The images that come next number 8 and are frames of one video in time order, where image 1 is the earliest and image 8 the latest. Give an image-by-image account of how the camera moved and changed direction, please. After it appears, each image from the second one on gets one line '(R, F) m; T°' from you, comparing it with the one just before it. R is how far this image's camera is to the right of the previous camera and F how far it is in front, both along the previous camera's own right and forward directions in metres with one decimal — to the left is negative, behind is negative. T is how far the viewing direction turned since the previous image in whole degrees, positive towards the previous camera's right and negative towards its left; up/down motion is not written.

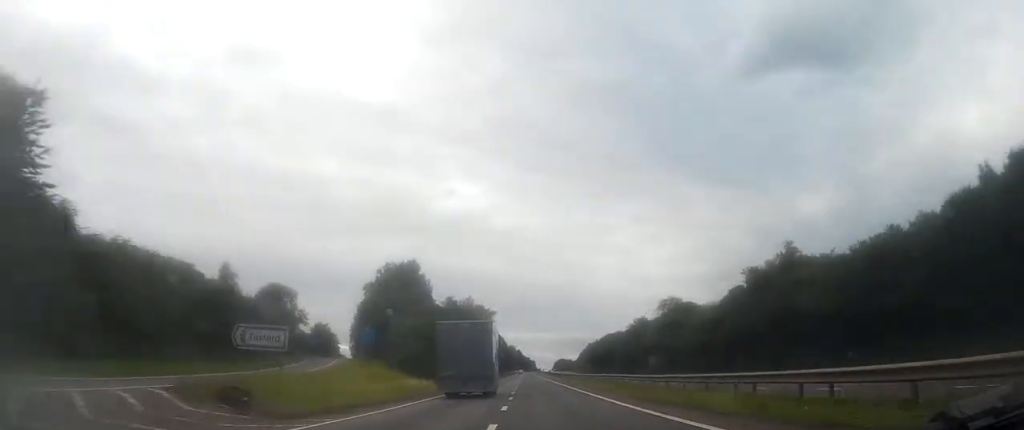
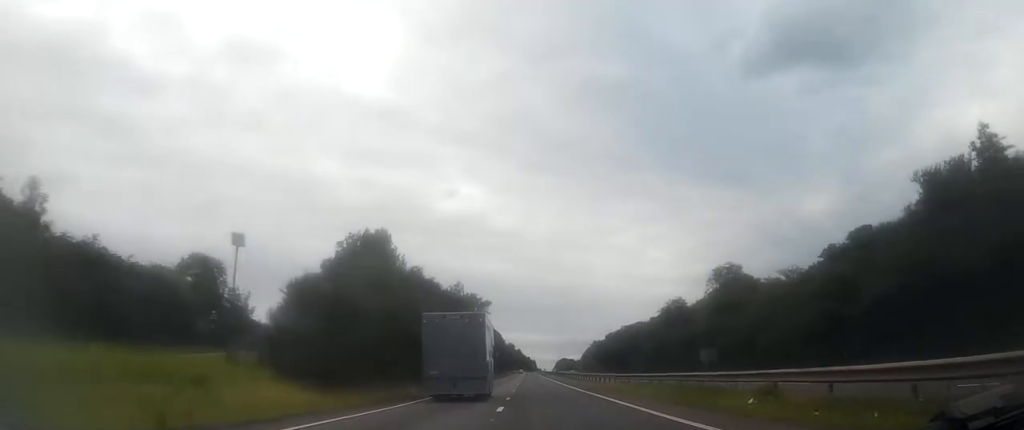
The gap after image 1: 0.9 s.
(+0.2, +25.7) m; +1°
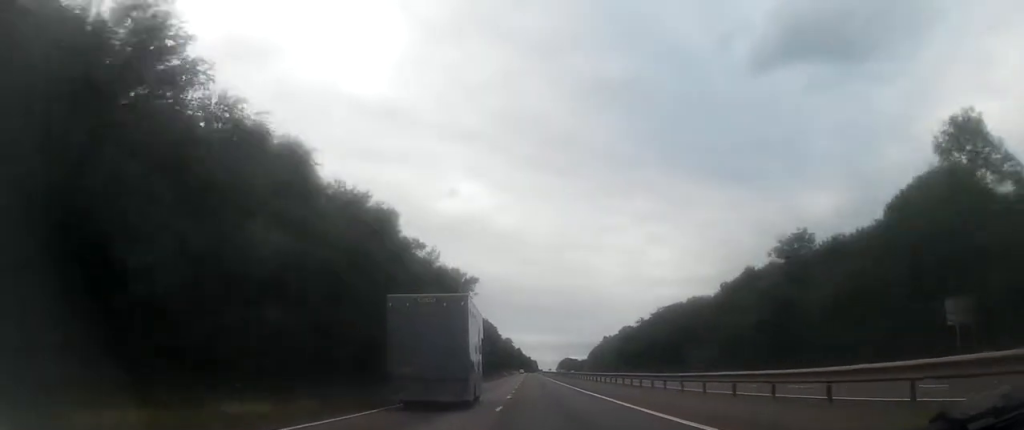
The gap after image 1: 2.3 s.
(+0.2, +38.5) m; 0°
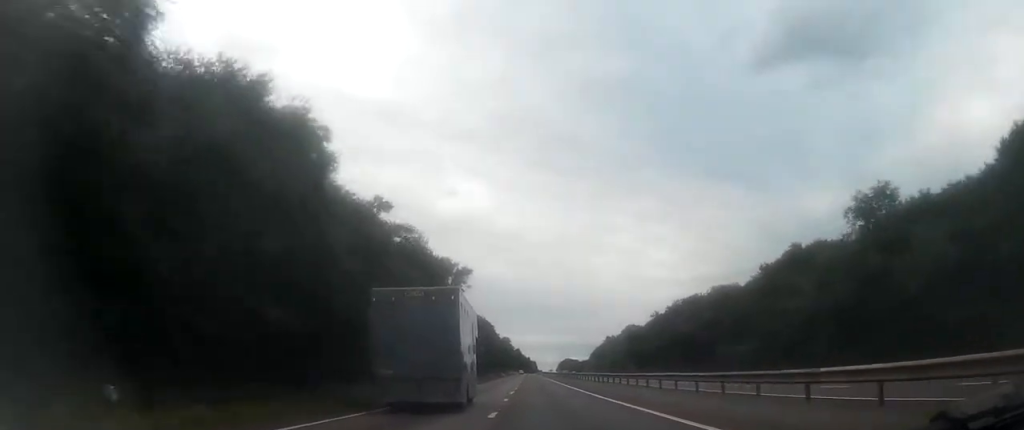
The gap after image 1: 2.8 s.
(0.0, +11.9) m; 0°
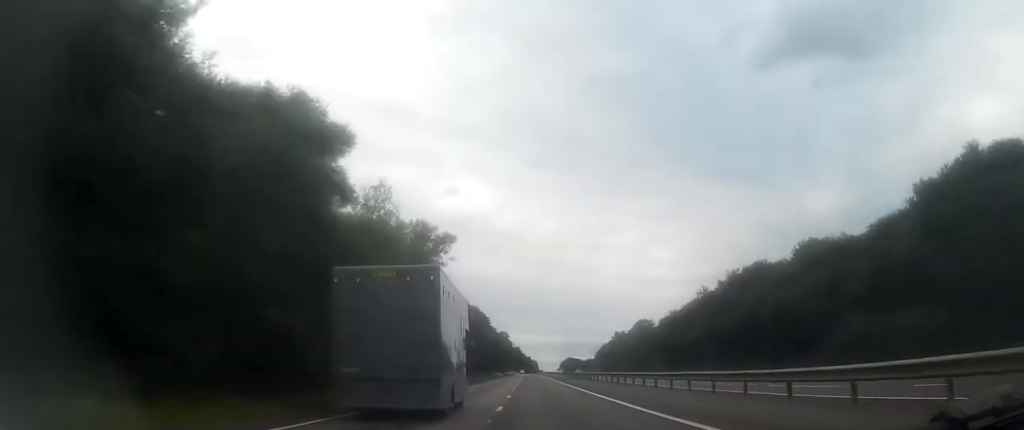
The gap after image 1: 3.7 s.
(0.0, +24.5) m; 0°
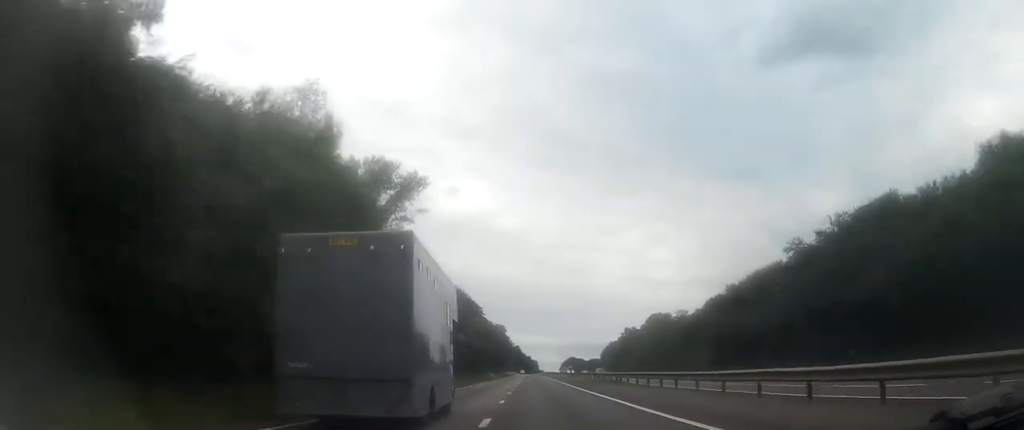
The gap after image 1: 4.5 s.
(0.0, +23.6) m; 0°
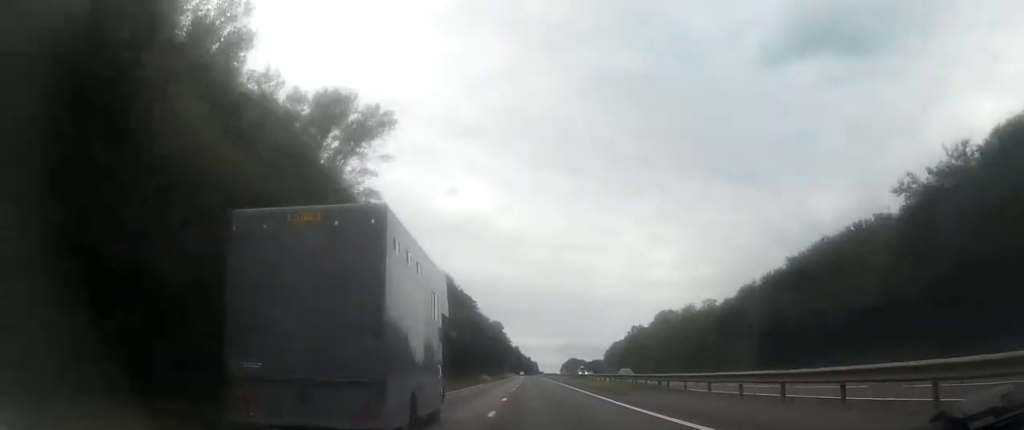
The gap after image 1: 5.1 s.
(-0.1, +14.4) m; 0°
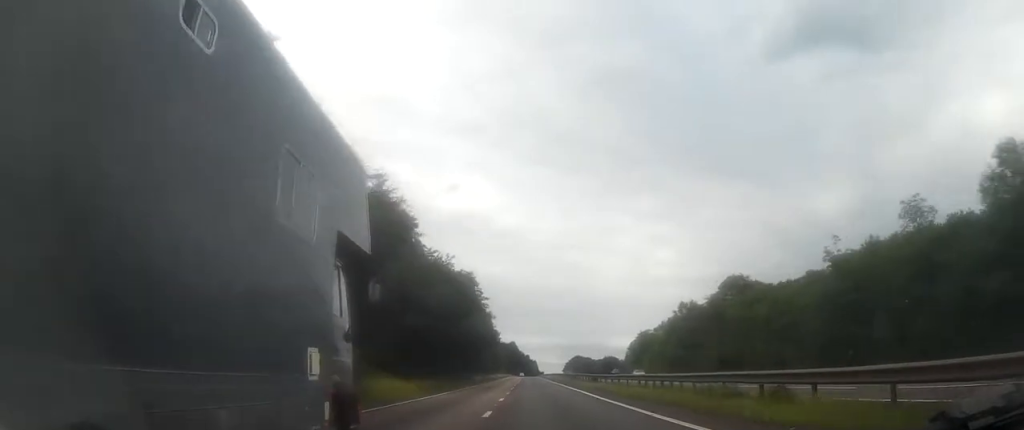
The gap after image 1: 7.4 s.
(0.0, +62.9) m; 0°
